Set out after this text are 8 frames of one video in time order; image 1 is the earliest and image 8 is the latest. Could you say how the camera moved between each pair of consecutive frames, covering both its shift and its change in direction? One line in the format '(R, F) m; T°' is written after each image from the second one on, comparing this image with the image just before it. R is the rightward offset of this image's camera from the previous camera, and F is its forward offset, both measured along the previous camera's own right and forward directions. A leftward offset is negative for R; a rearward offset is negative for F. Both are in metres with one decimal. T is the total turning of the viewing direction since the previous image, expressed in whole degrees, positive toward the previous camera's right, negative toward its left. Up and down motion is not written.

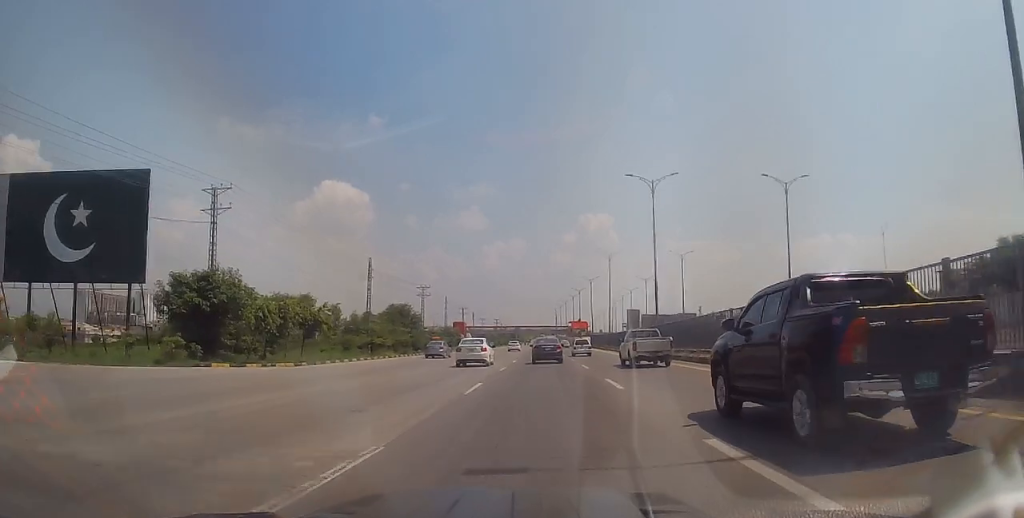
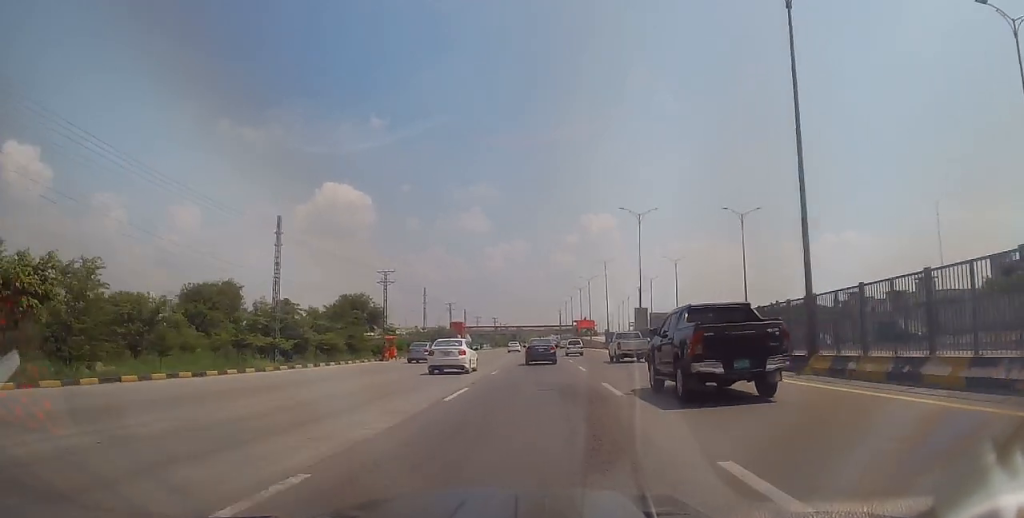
(+0.5, +25.7) m; +1°
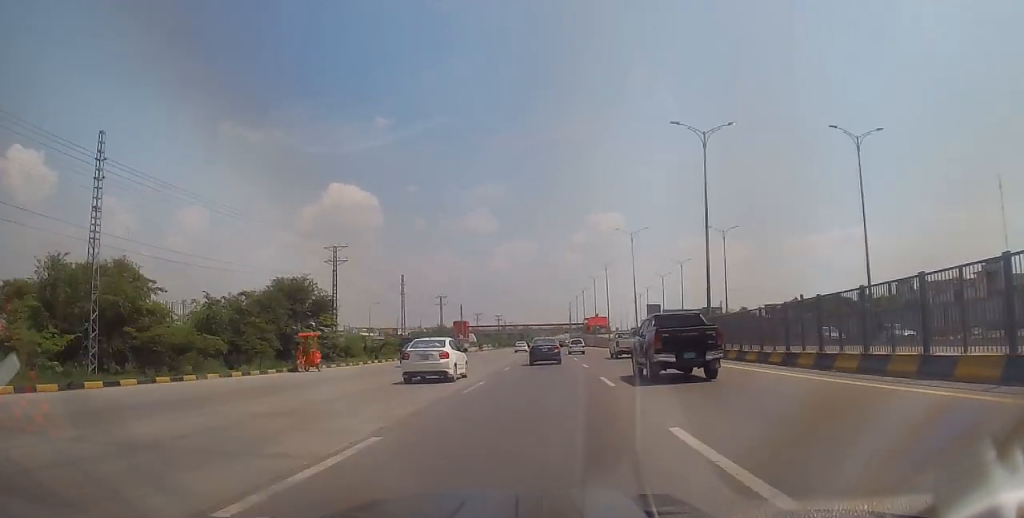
(-0.5, +21.8) m; -2°
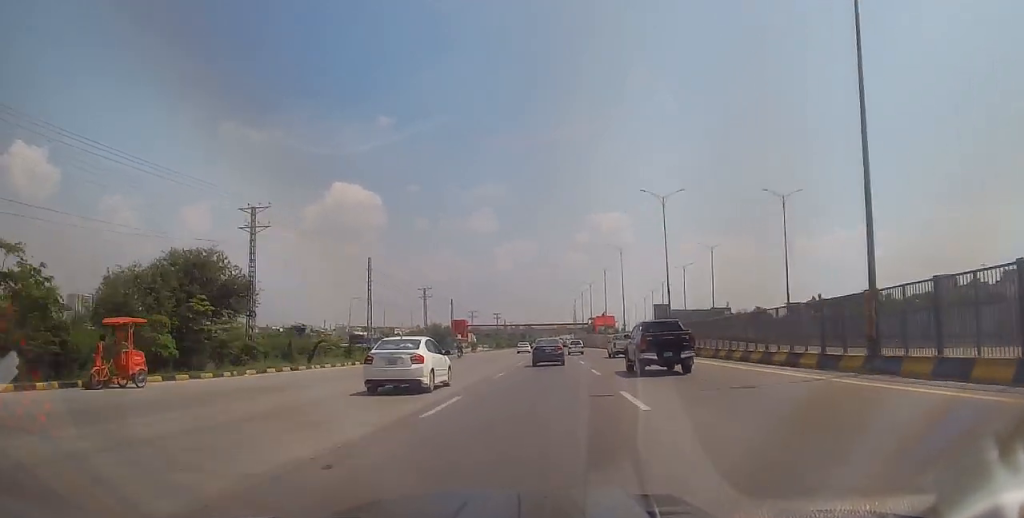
(-0.1, +17.8) m; 0°
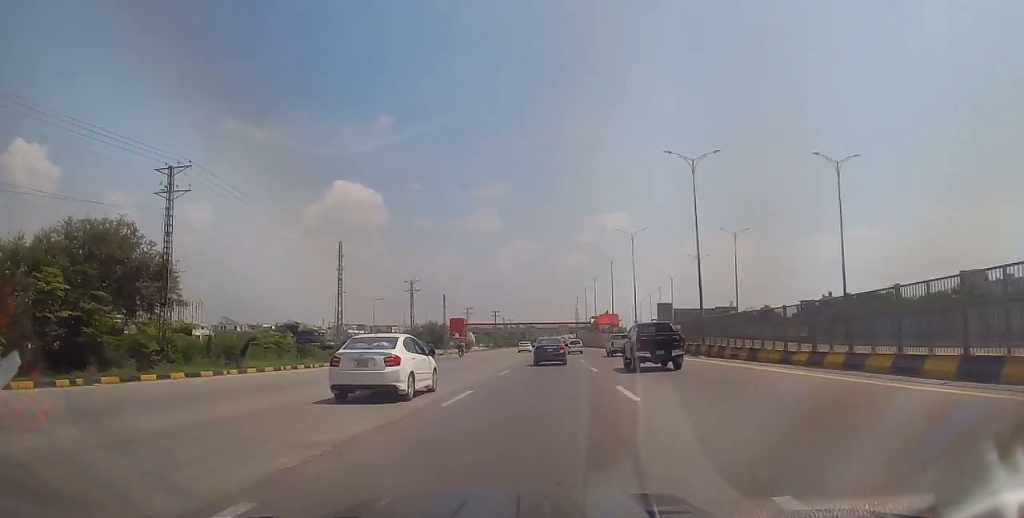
(0.0, +10.1) m; 0°
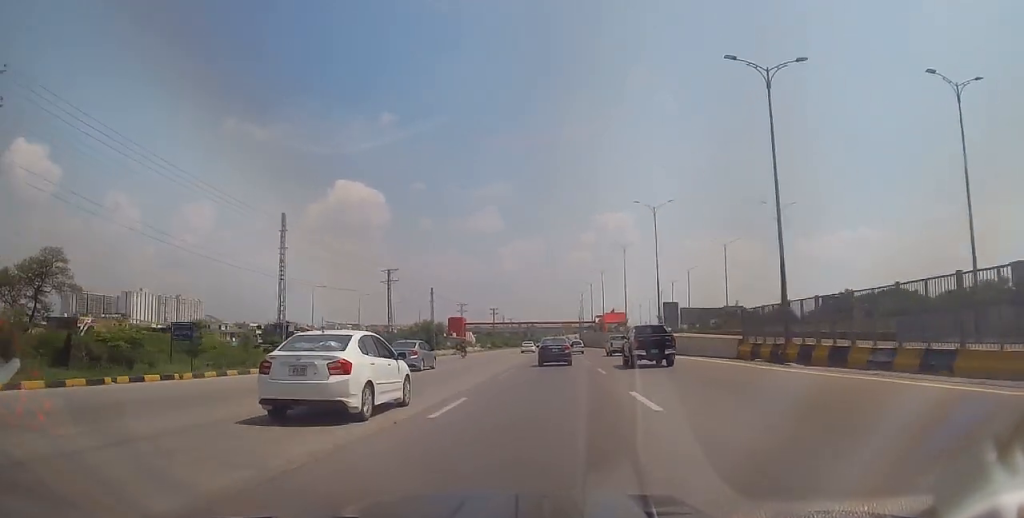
(0.0, +13.7) m; 0°
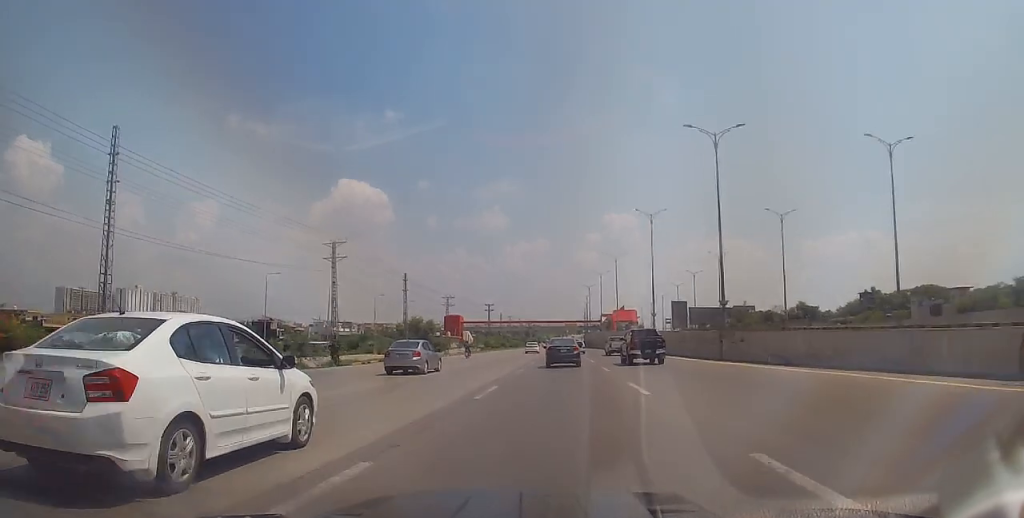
(+0.1, +20.4) m; -1°
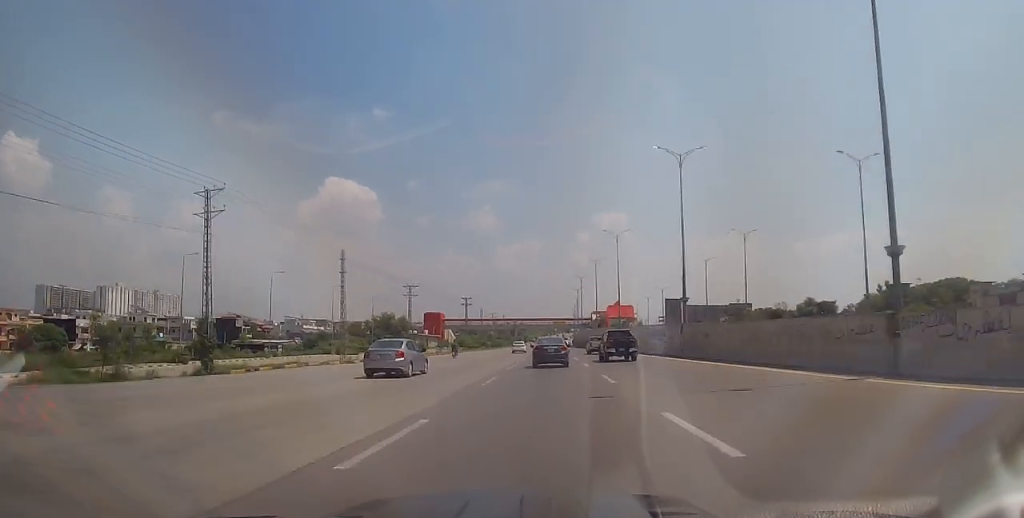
(-0.3, +19.8) m; -1°
